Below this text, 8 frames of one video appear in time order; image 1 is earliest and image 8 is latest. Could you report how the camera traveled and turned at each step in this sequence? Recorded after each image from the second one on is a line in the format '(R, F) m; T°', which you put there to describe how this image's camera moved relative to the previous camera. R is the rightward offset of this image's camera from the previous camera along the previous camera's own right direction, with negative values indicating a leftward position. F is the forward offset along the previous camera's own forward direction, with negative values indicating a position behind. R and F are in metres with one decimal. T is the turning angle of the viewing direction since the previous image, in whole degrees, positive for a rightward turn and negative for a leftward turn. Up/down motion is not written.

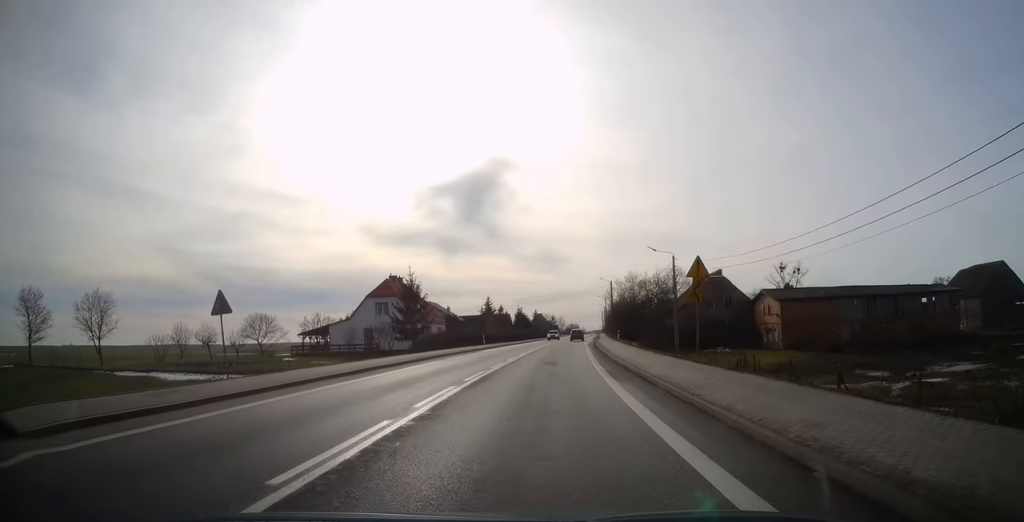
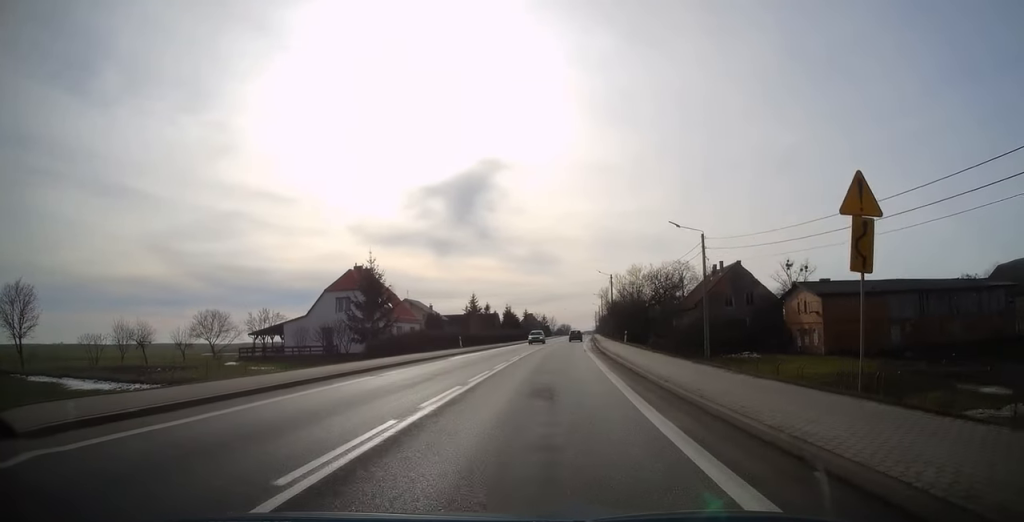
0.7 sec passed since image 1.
(+0.1, +11.4) m; +1°
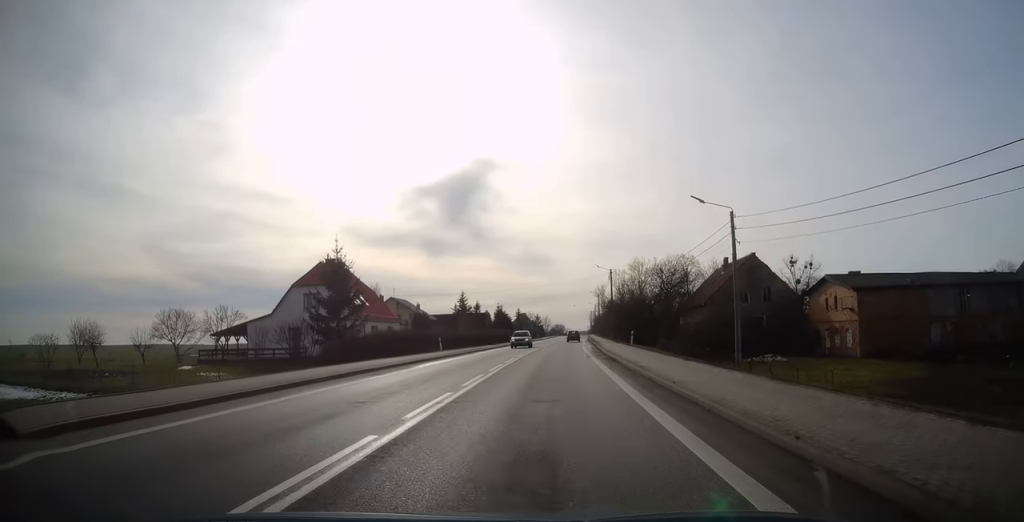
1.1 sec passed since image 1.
(0.0, +7.1) m; 0°
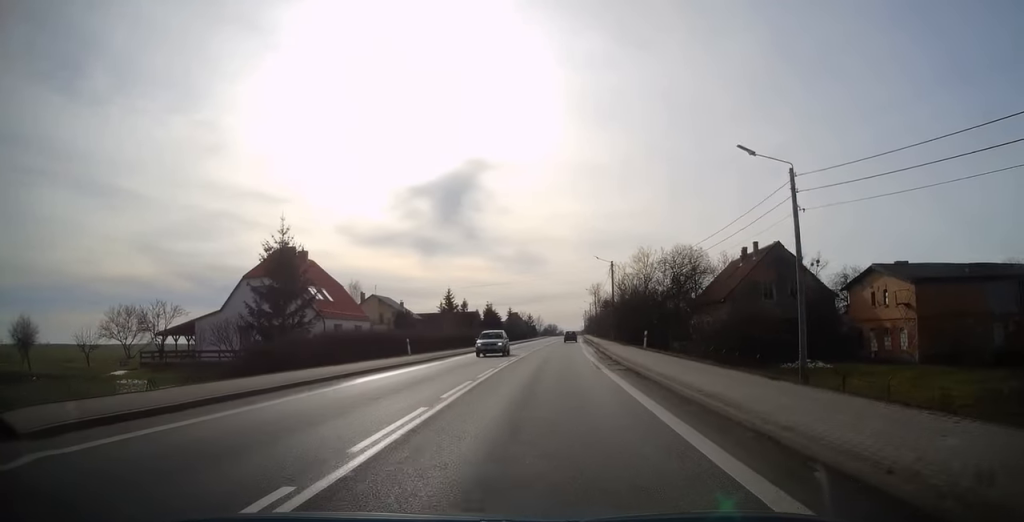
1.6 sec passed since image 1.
(0.0, +8.4) m; +1°
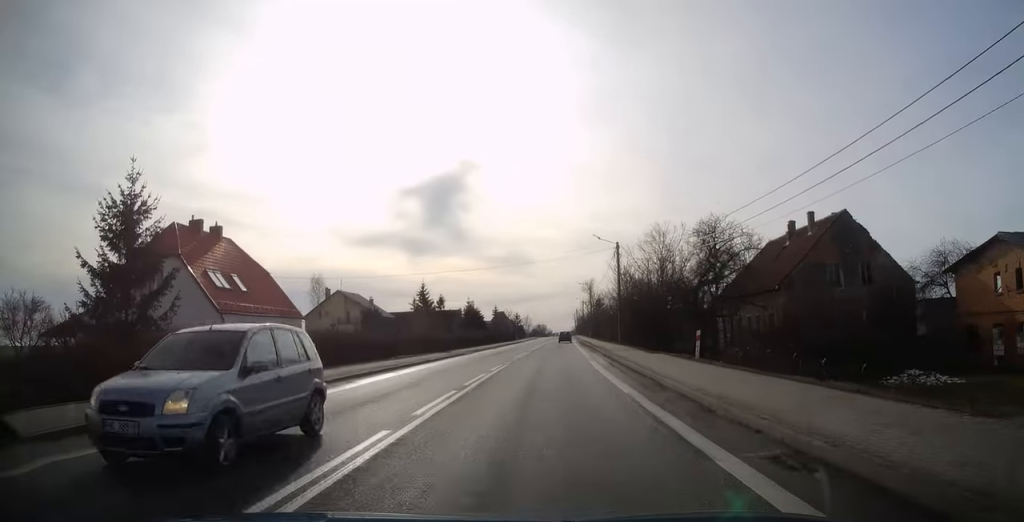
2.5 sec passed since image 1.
(+0.2, +14.0) m; +1°
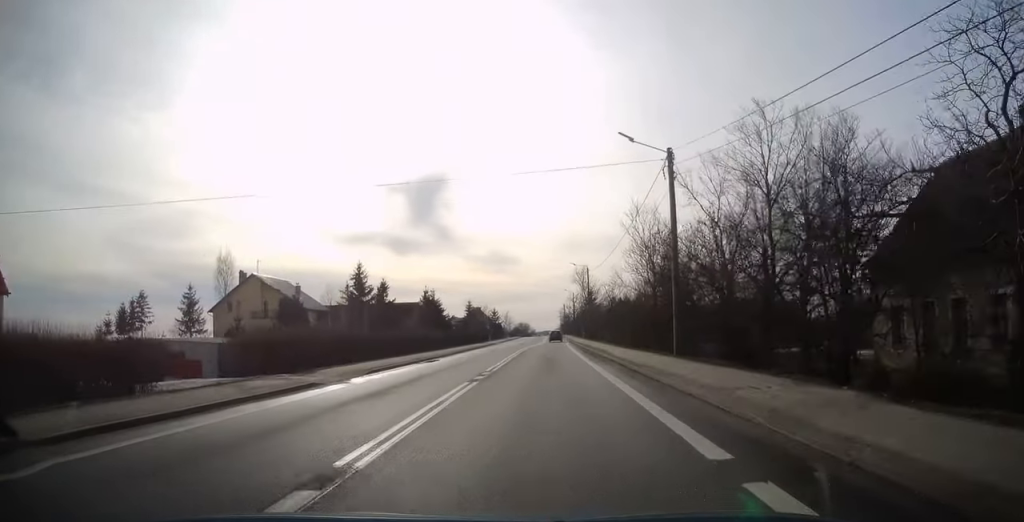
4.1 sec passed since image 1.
(+0.2, +26.4) m; +1°
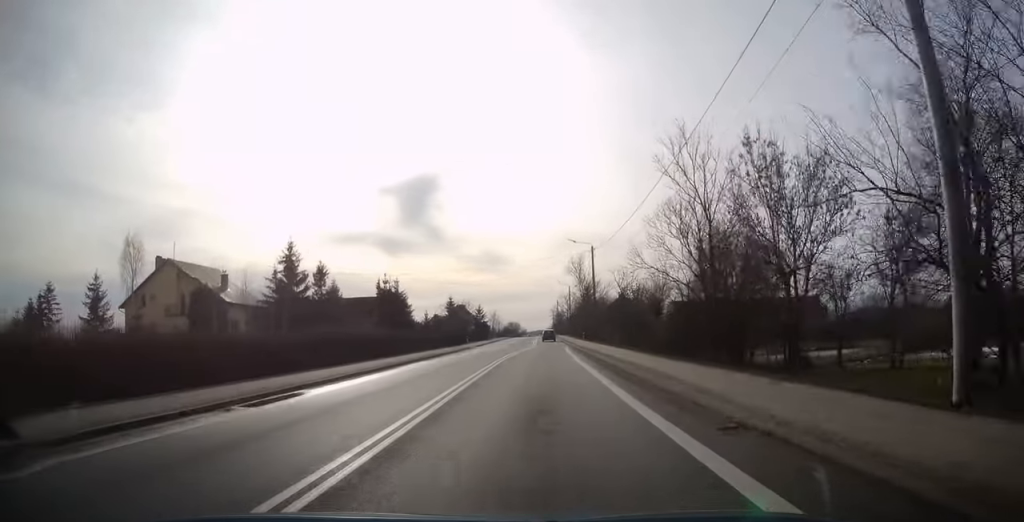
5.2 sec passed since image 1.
(+0.2, +17.8) m; +1°
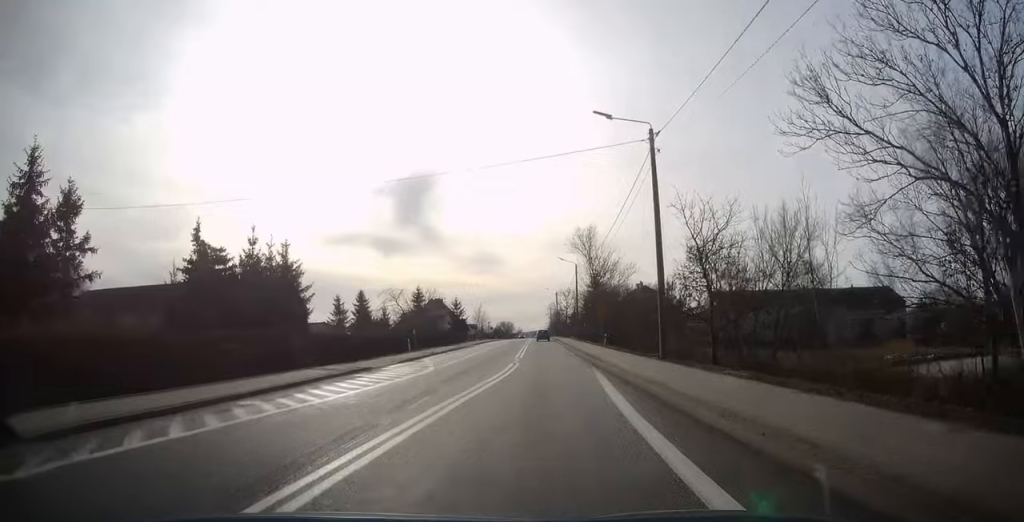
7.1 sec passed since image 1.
(+0.3, +31.3) m; +1°
